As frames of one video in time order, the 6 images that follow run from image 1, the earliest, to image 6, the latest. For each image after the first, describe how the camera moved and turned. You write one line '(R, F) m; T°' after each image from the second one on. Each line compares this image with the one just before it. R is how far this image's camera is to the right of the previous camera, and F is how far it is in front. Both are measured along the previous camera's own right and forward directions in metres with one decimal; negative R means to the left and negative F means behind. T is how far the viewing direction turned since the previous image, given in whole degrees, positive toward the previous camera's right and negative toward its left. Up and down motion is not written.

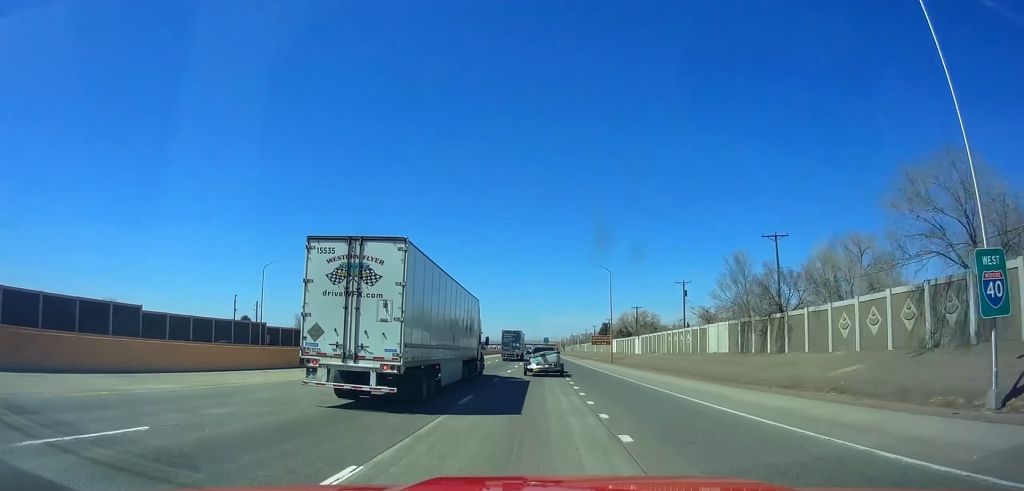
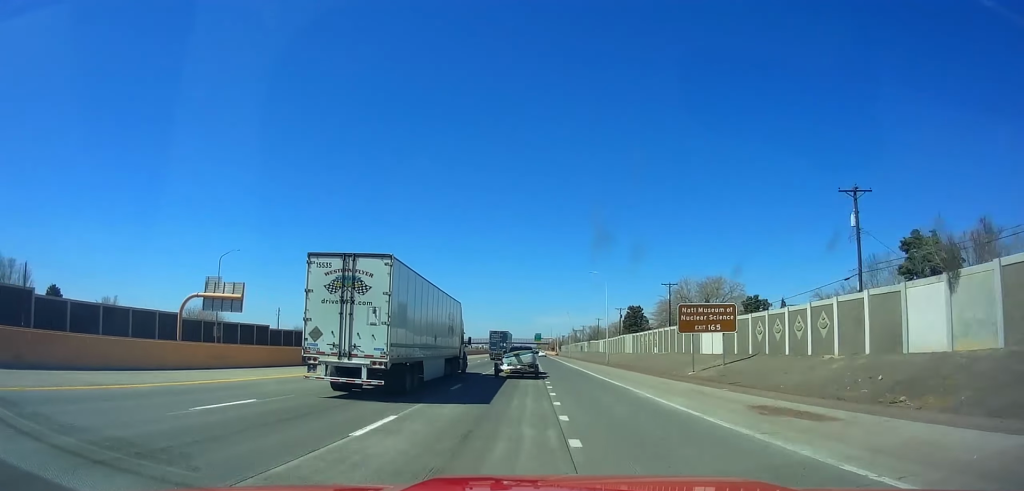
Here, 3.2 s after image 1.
(-0.2, +90.2) m; 0°
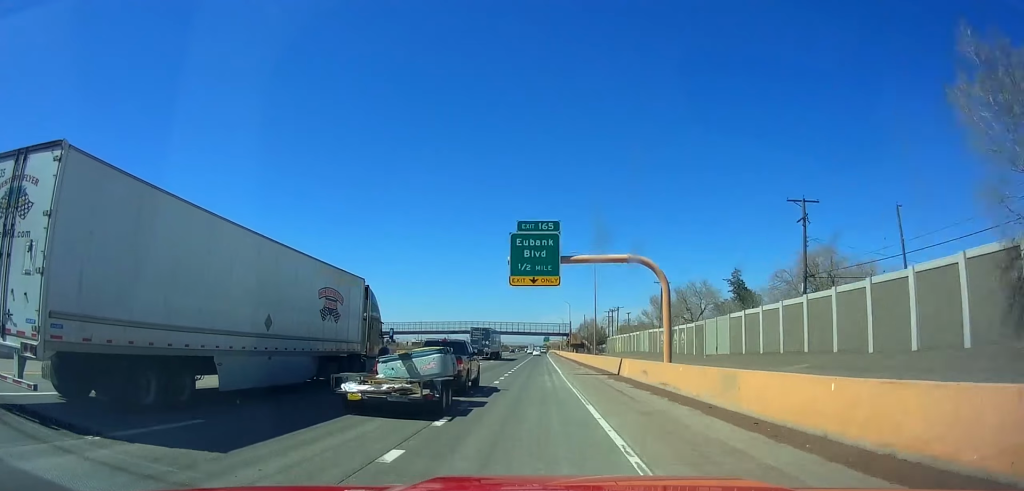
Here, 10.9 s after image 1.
(-0.2, +219.4) m; 0°
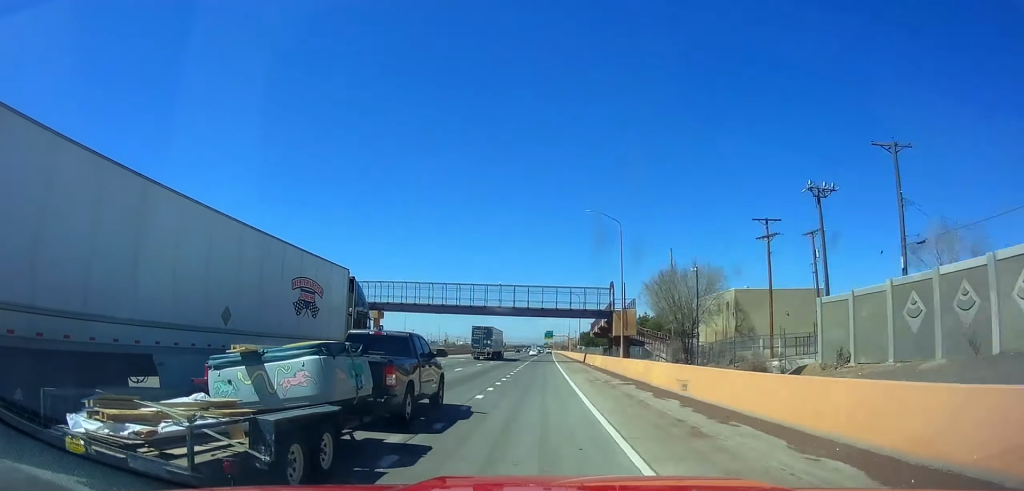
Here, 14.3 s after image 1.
(-0.3, +92.7) m; 0°
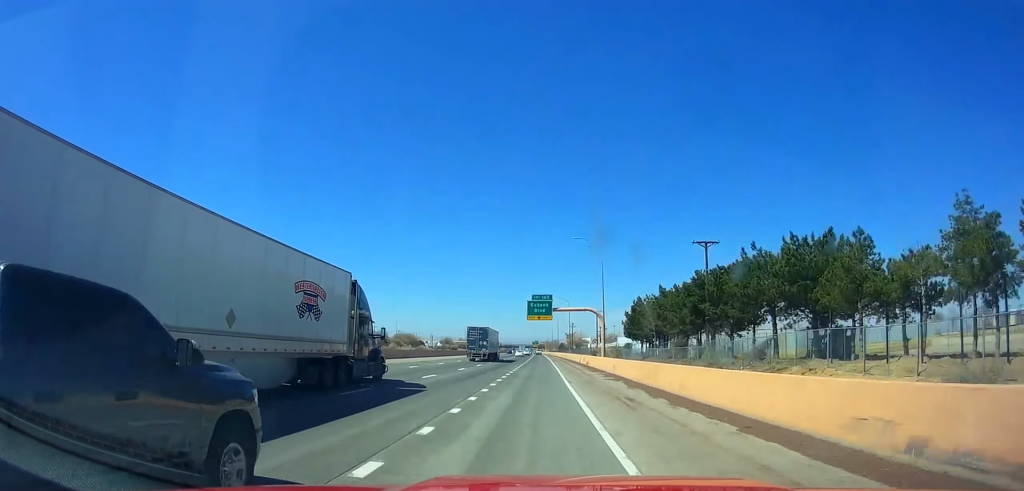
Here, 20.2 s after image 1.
(+1.2, +166.9) m; 0°
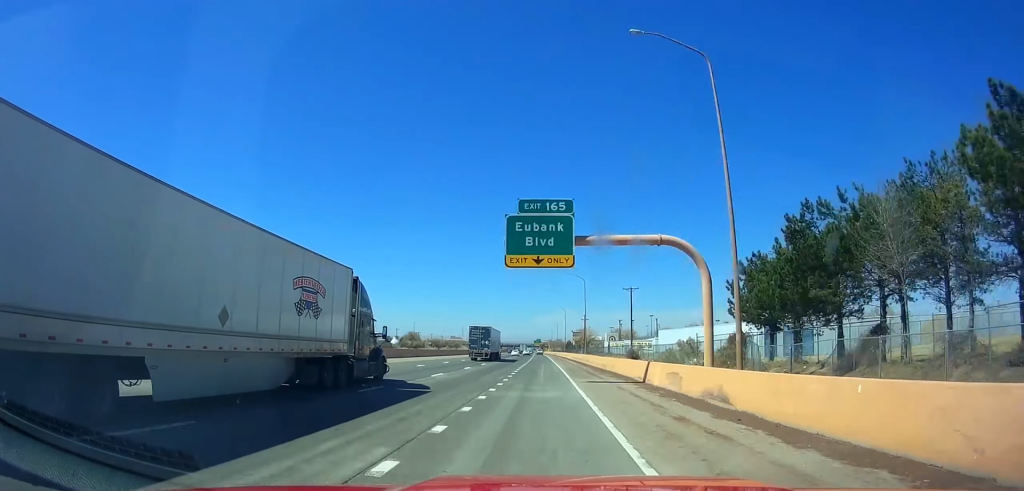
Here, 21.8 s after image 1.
(0.0, +46.6) m; 0°
